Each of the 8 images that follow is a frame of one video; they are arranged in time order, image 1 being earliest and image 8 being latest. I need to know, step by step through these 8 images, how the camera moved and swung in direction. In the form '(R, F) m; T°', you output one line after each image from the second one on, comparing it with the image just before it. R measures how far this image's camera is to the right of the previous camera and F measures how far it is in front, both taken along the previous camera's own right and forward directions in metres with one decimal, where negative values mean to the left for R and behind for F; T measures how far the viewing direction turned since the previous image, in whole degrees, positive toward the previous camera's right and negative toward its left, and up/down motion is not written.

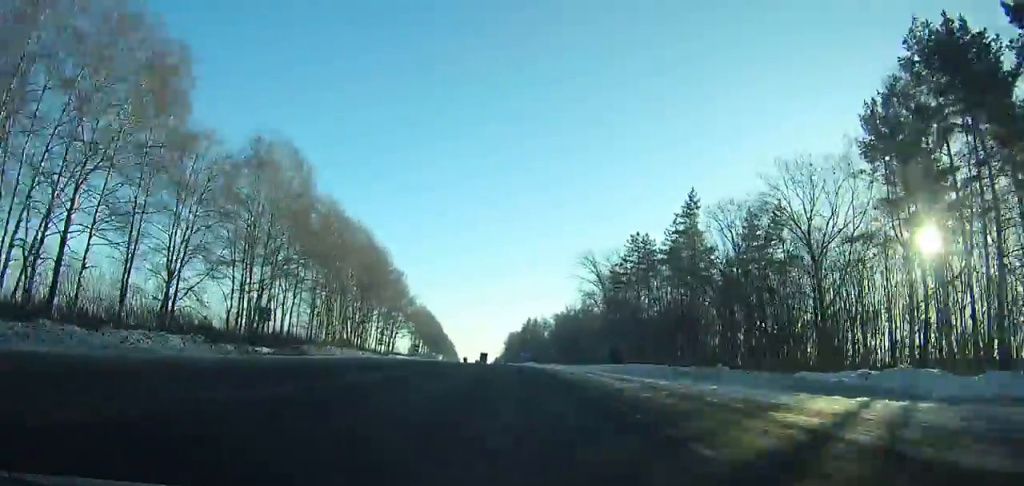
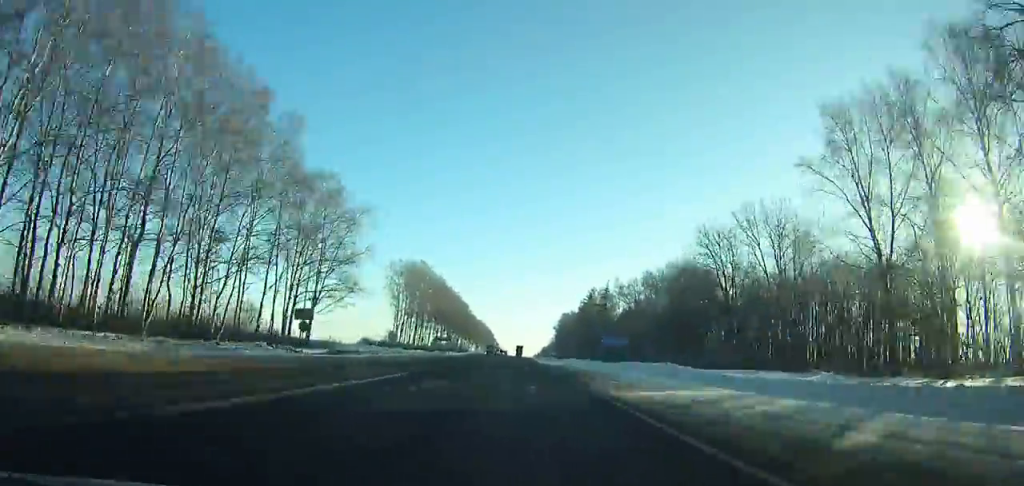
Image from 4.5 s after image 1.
(-3.5, +95.7) m; -3°
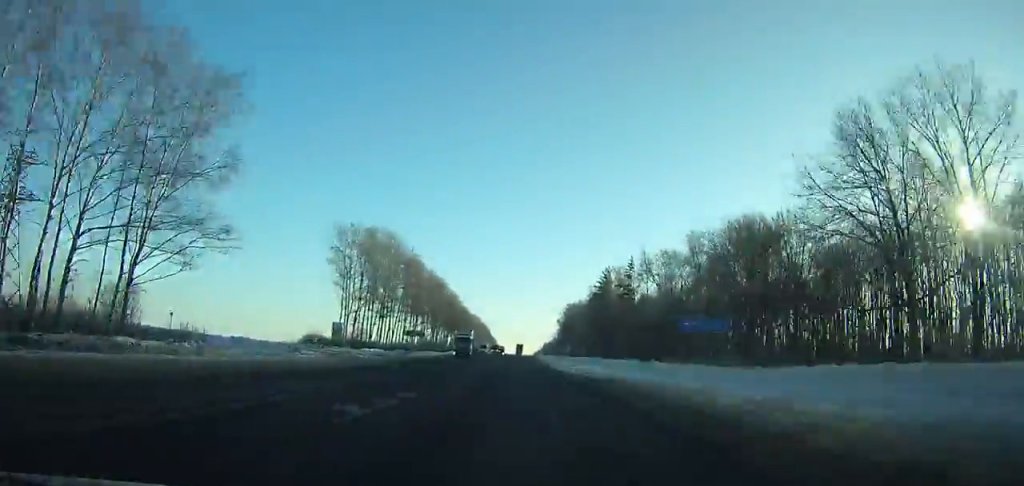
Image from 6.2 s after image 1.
(-0.3, +36.8) m; 0°
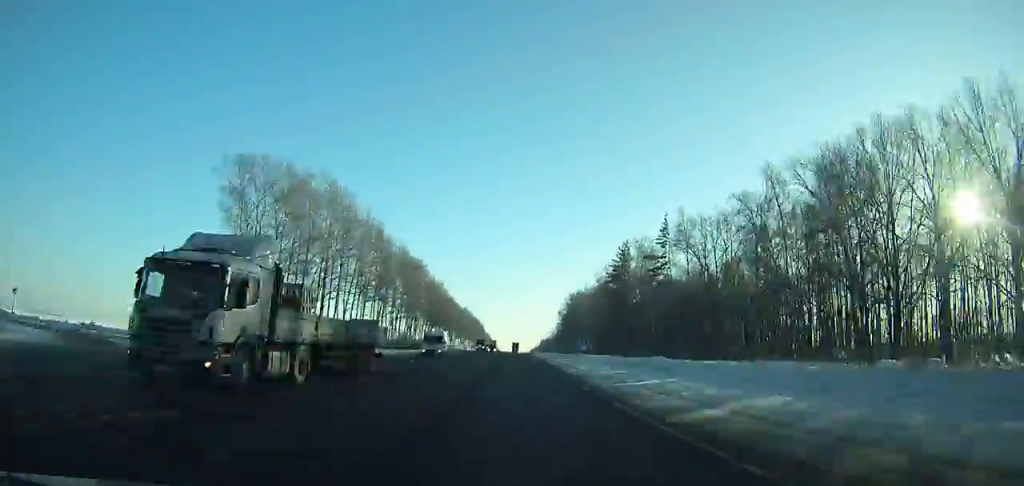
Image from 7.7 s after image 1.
(0.0, +33.0) m; 0°
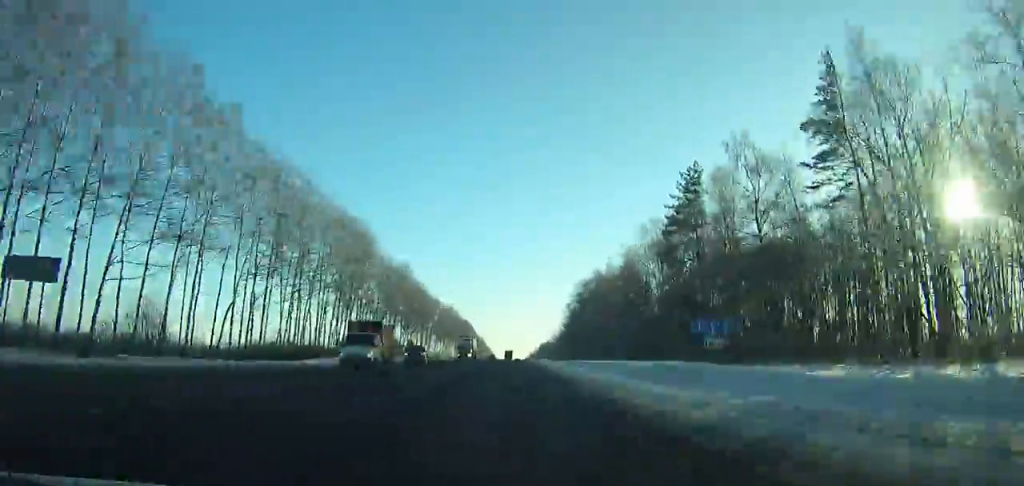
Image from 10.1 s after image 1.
(0.0, +52.9) m; 0°
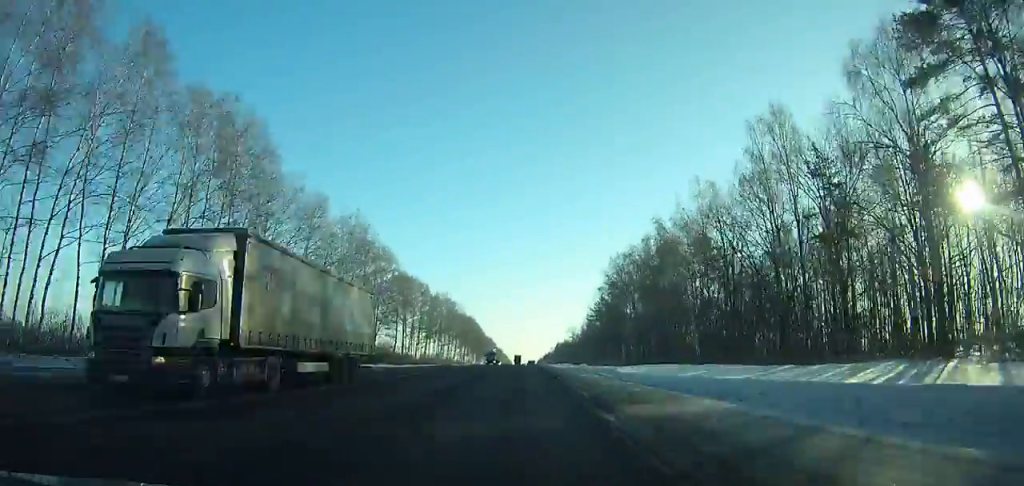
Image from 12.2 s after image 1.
(-0.2, +46.5) m; 0°
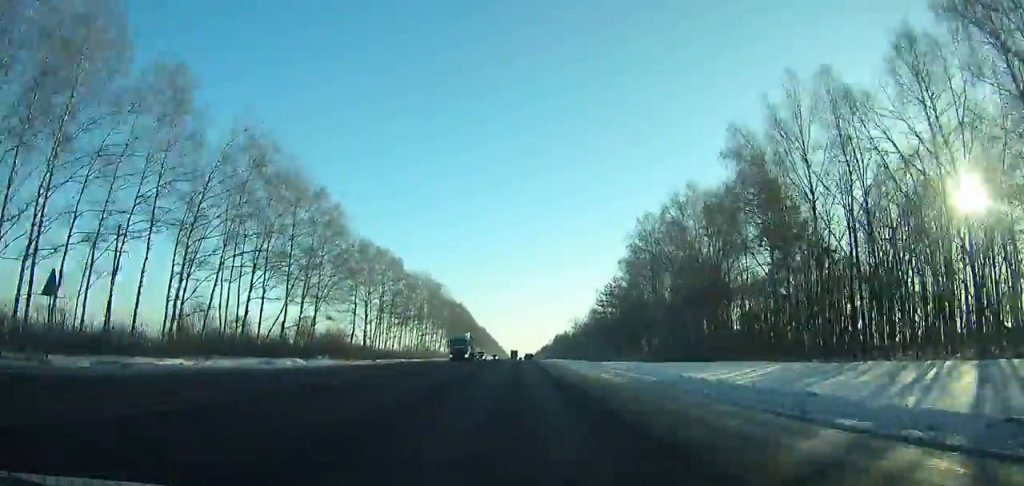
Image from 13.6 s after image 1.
(+0.2, +31.0) m; 0°
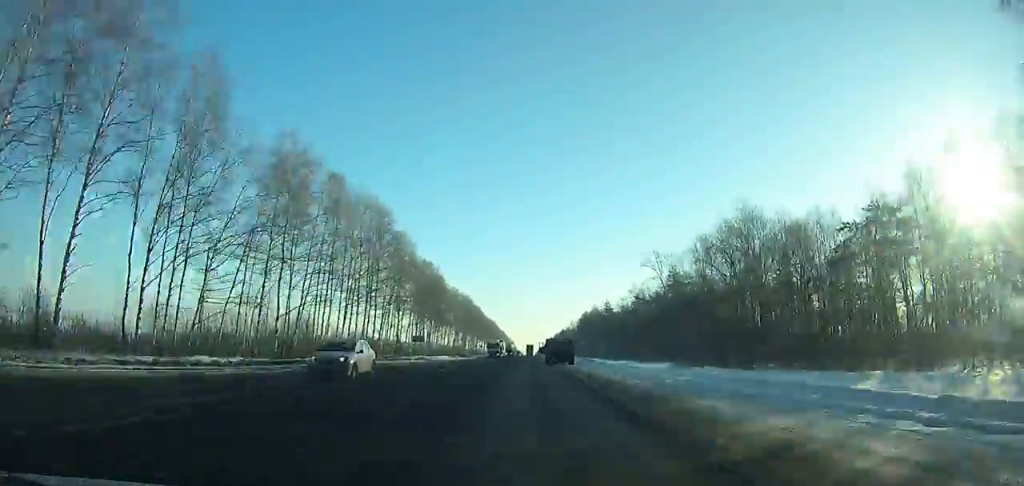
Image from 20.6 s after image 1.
(0.0, +155.5) m; 0°
